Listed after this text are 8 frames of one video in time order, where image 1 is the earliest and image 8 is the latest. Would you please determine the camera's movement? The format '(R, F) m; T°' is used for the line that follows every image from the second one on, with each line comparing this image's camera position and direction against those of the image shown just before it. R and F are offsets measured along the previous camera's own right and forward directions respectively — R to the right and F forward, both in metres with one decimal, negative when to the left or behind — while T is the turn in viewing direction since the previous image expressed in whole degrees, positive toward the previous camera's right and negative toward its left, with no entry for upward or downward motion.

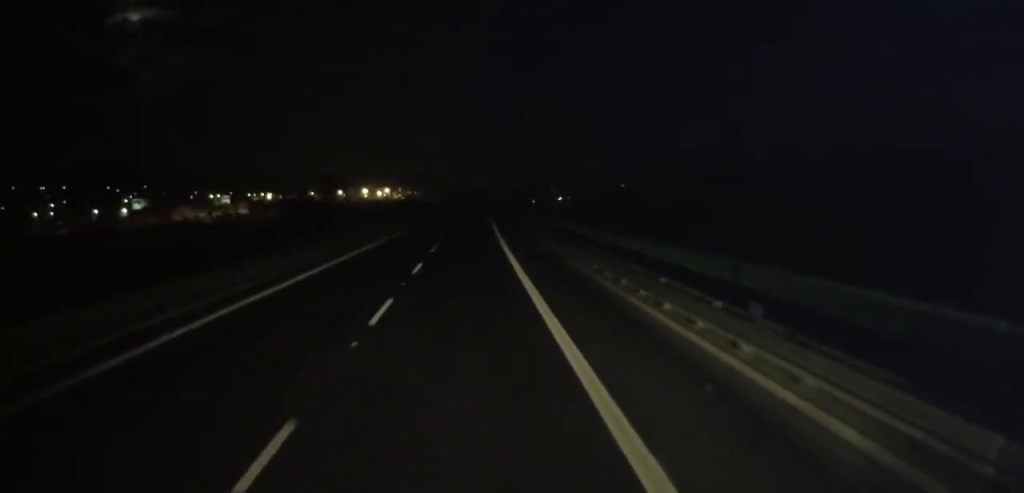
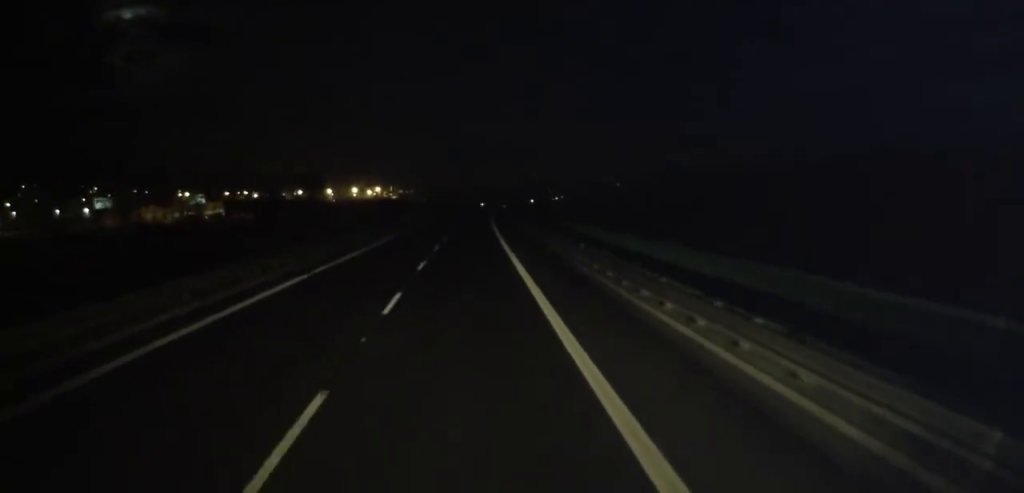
(-0.3, +26.1) m; -1°
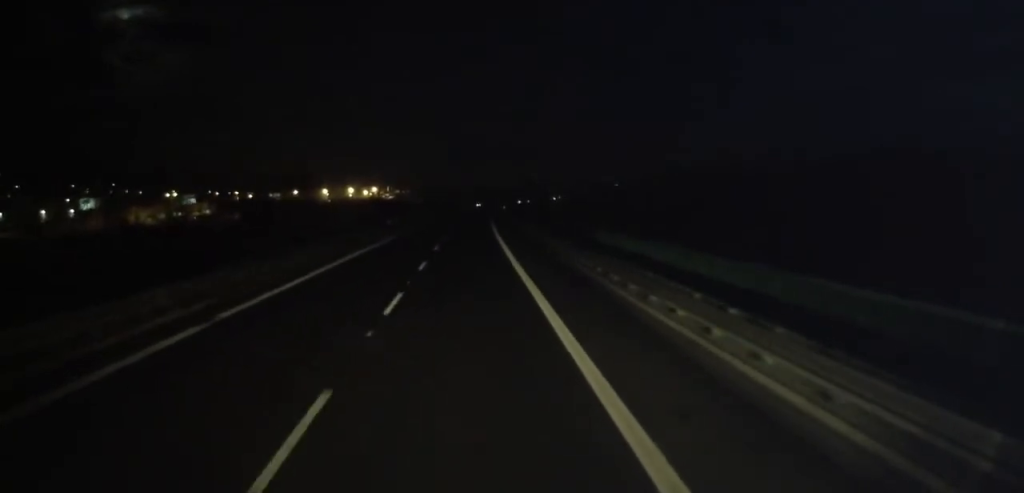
(-0.1, +8.9) m; 0°
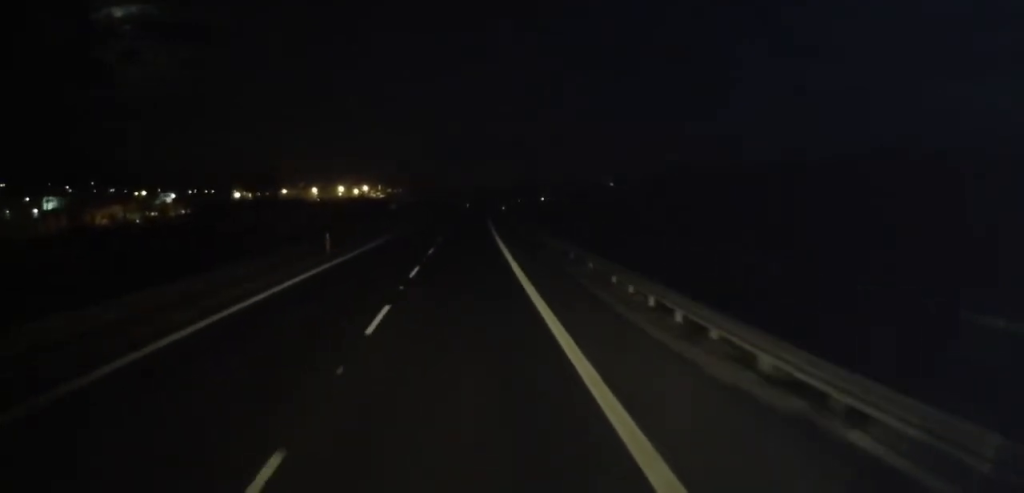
(0.0, +20.4) m; +1°
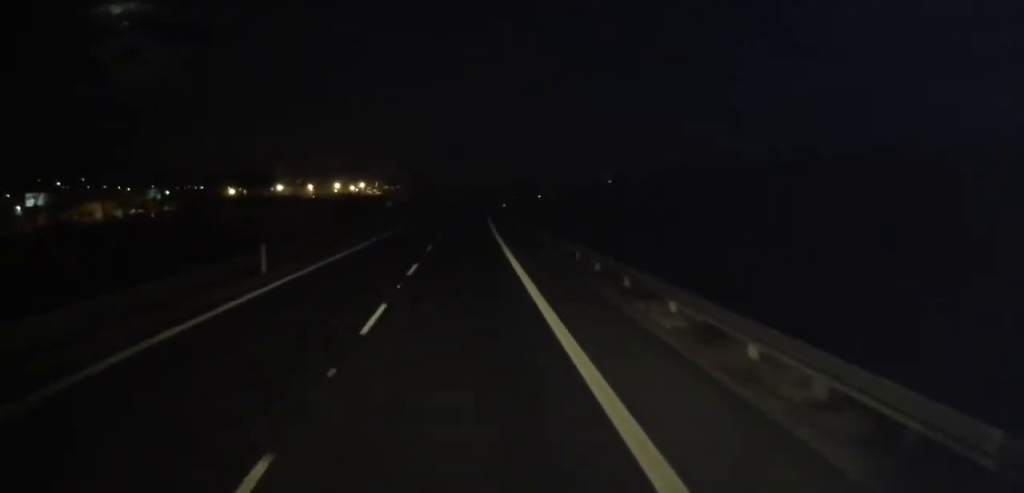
(0.0, +9.5) m; +1°
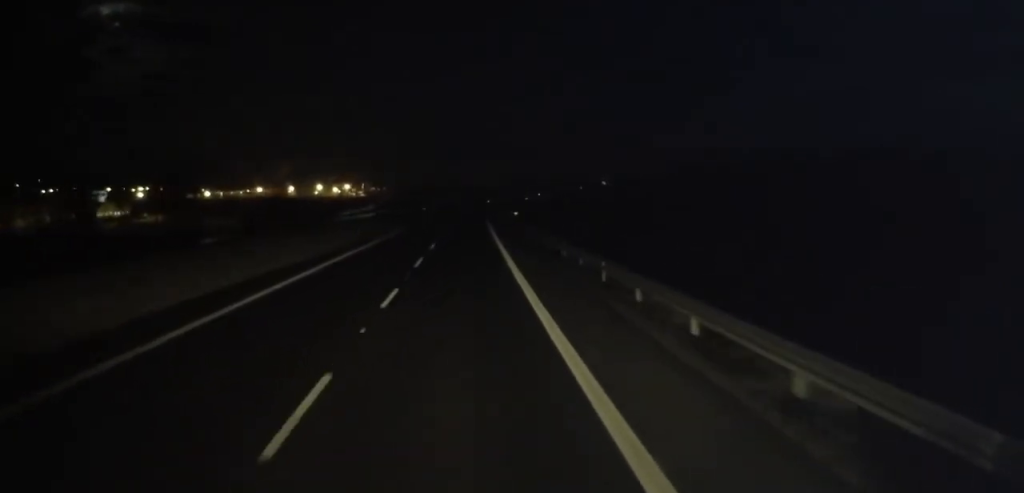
(+0.1, +41.9) m; +1°
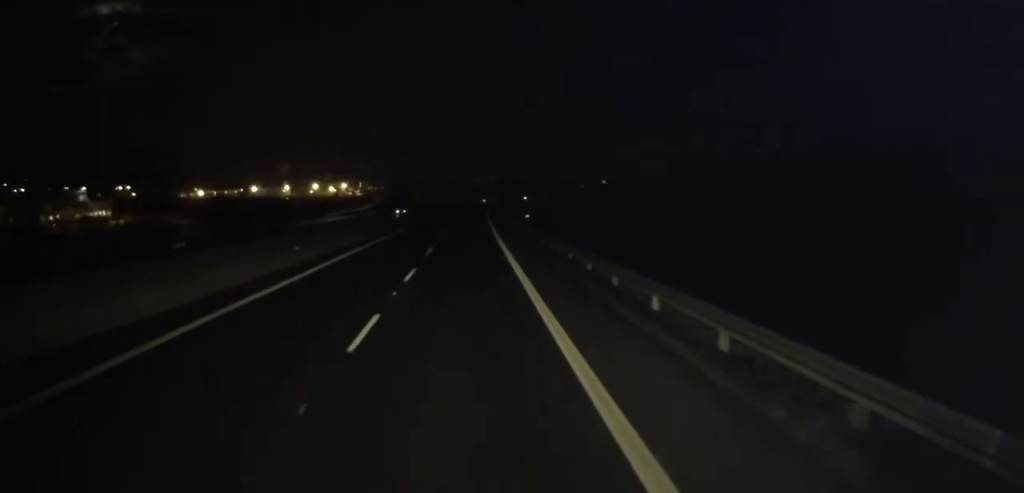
(+0.4, +13.4) m; 0°
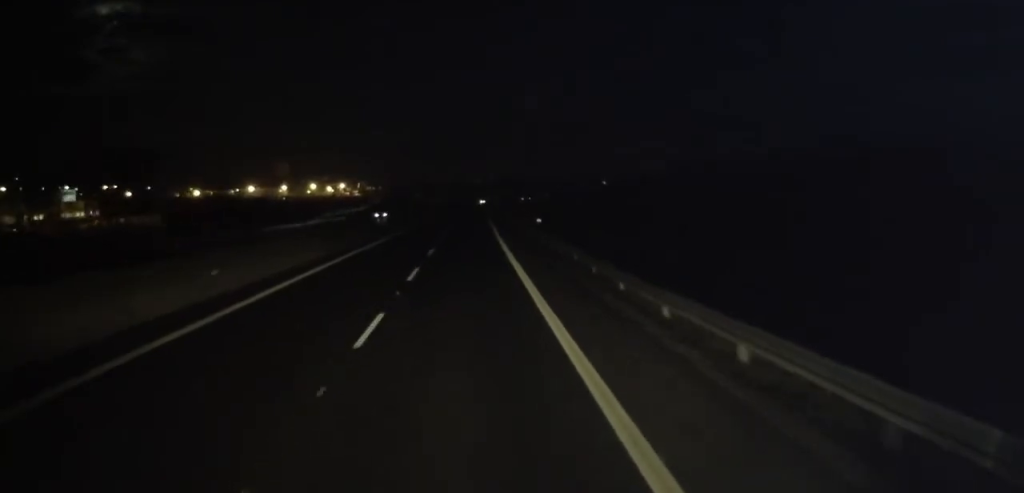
(0.0, +8.7) m; 0°
